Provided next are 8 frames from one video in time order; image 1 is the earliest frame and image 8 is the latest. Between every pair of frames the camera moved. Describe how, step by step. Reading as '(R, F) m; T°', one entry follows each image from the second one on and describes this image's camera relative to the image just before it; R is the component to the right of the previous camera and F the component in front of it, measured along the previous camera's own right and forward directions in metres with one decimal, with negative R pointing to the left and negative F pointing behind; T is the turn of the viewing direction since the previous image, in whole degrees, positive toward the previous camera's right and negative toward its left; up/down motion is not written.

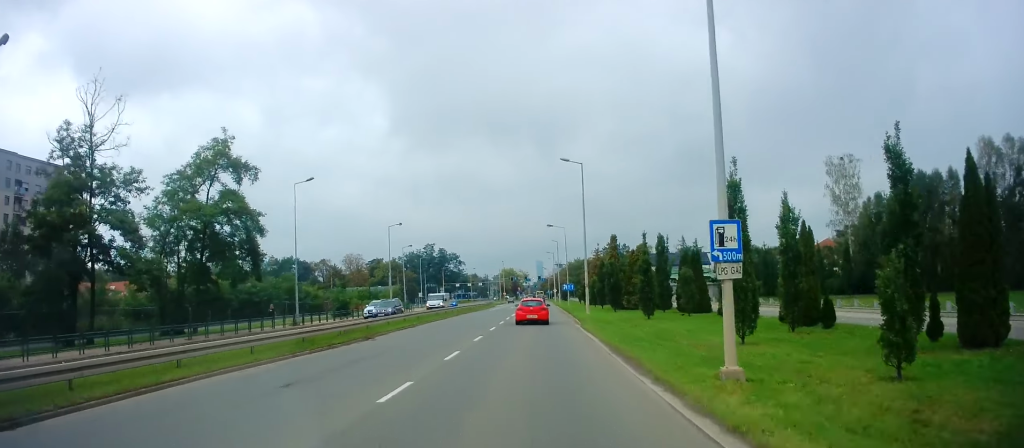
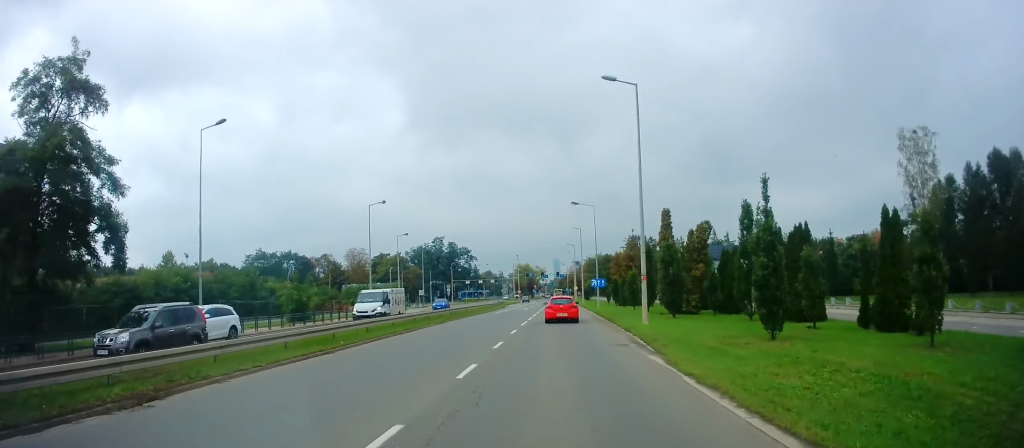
(+0.2, +15.6) m; -1°
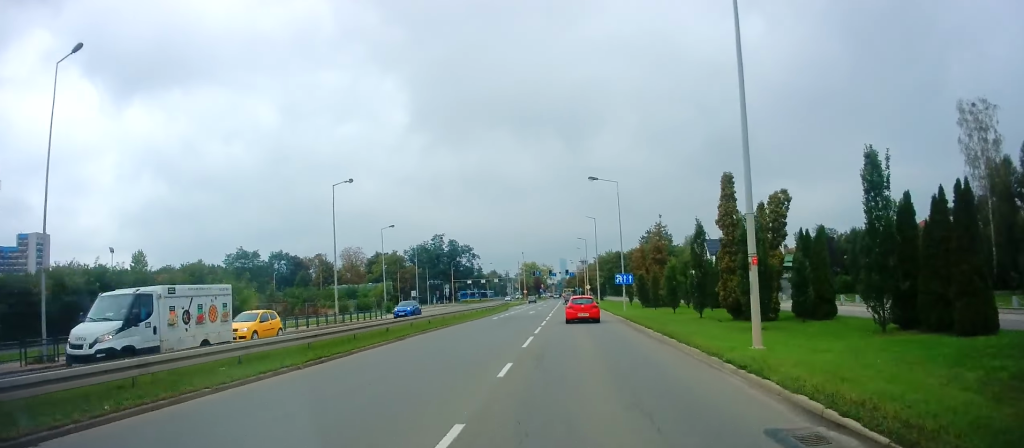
(-0.2, +11.9) m; -1°
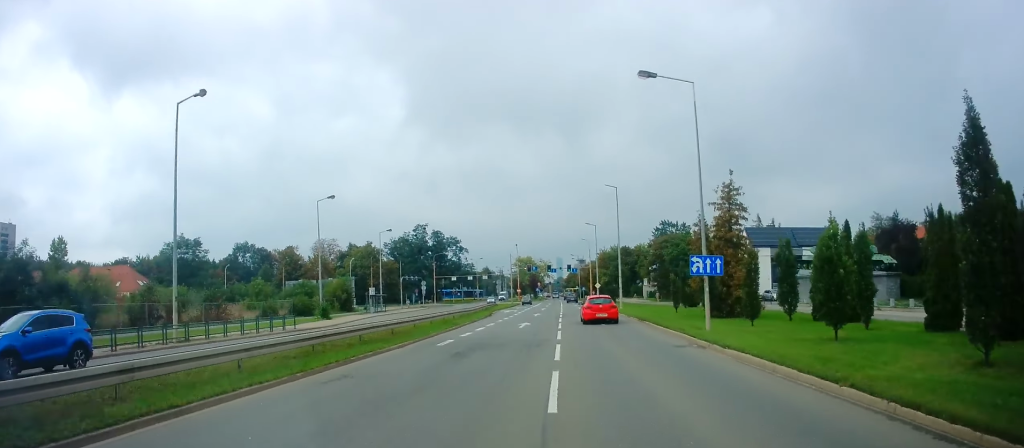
(-0.3, +21.2) m; 0°
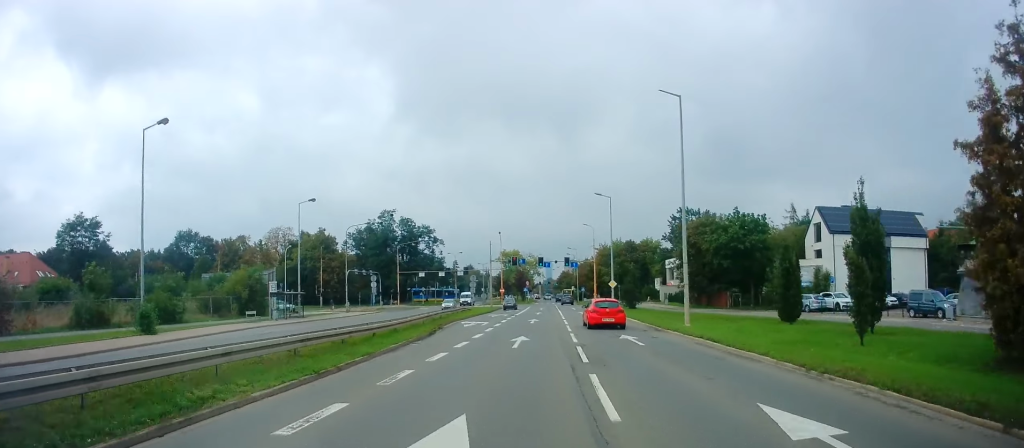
(+0.5, +25.1) m; +1°
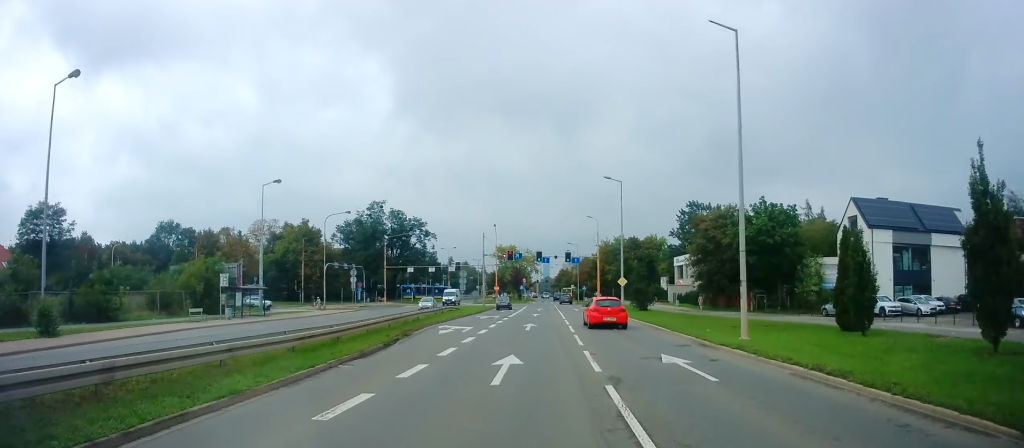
(-0.1, +7.6) m; 0°
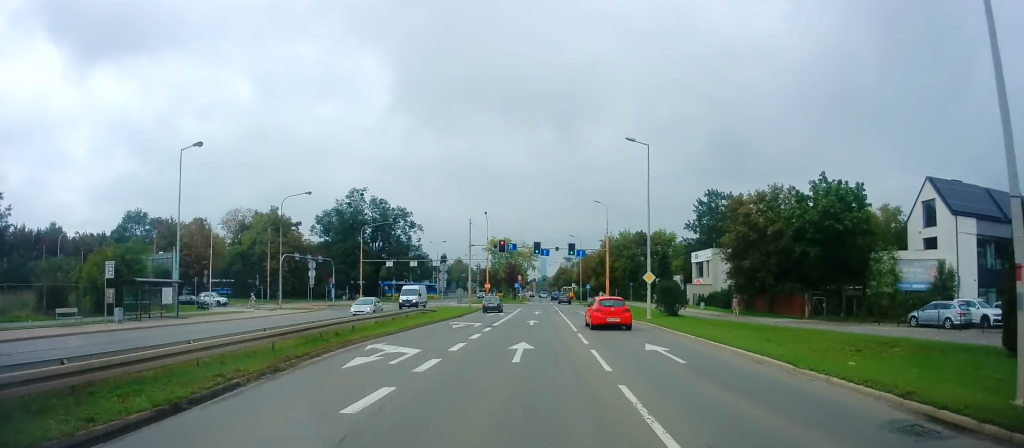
(-0.1, +12.2) m; 0°
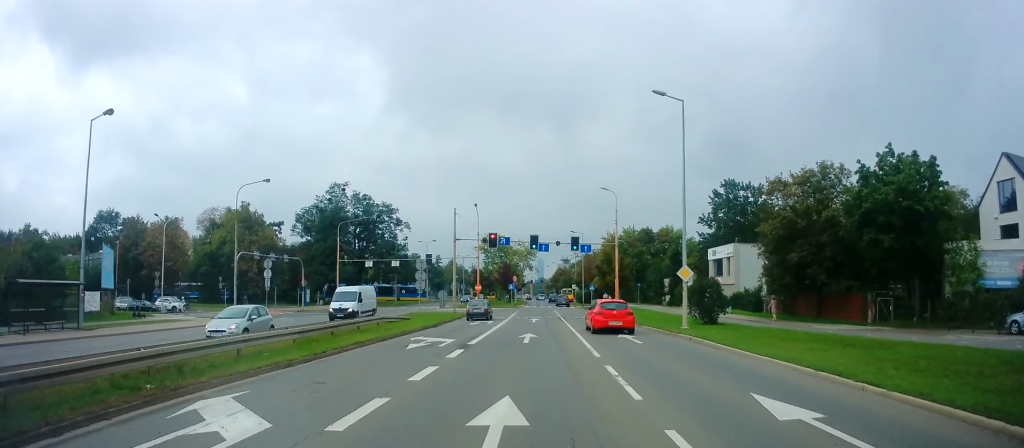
(+0.1, +9.2) m; +1°
